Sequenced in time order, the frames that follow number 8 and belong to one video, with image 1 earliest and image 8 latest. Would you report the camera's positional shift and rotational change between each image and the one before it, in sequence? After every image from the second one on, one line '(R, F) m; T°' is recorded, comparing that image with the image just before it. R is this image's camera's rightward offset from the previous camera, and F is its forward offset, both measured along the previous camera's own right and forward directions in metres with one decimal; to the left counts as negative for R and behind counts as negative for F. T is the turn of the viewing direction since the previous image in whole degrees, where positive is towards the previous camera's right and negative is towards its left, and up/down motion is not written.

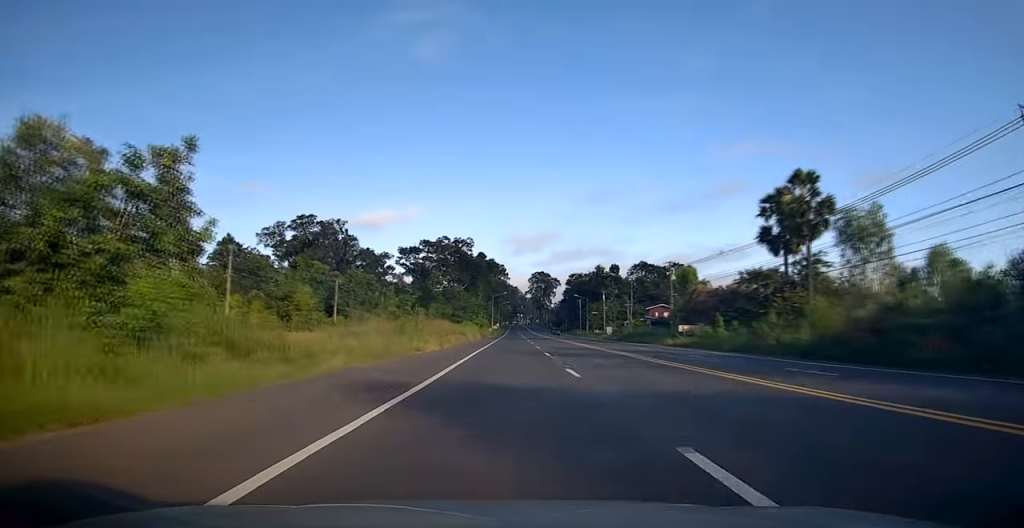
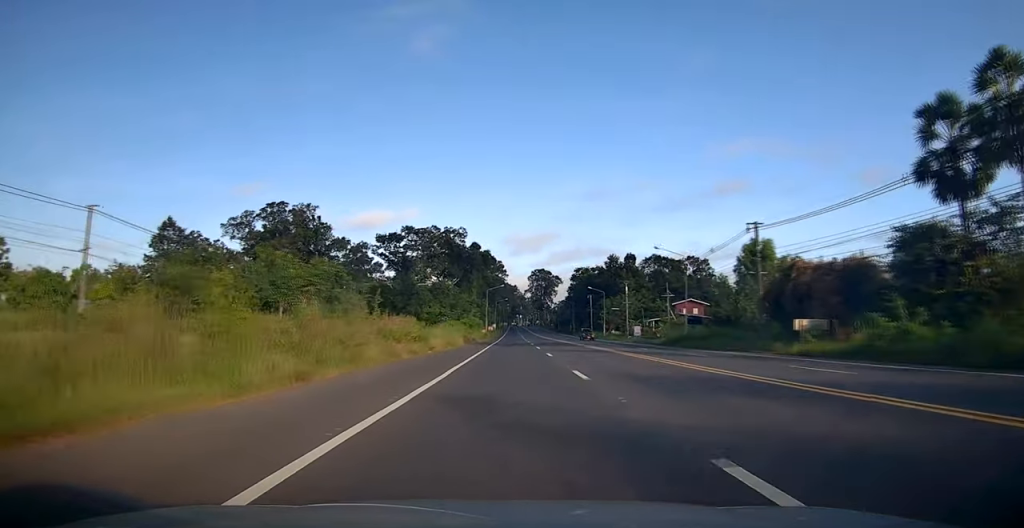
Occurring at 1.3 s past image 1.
(-1.0, +25.0) m; -1°
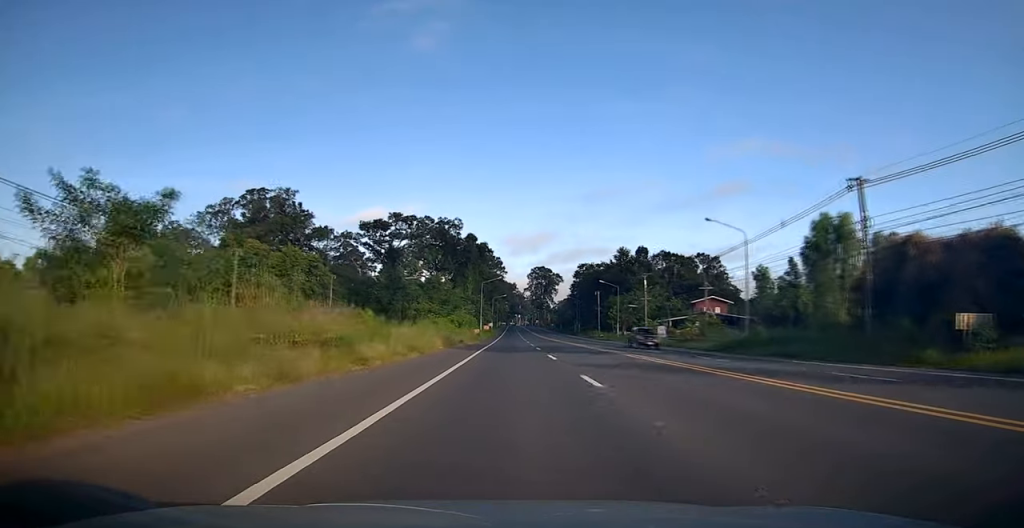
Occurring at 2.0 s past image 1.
(-0.1, +14.4) m; +2°
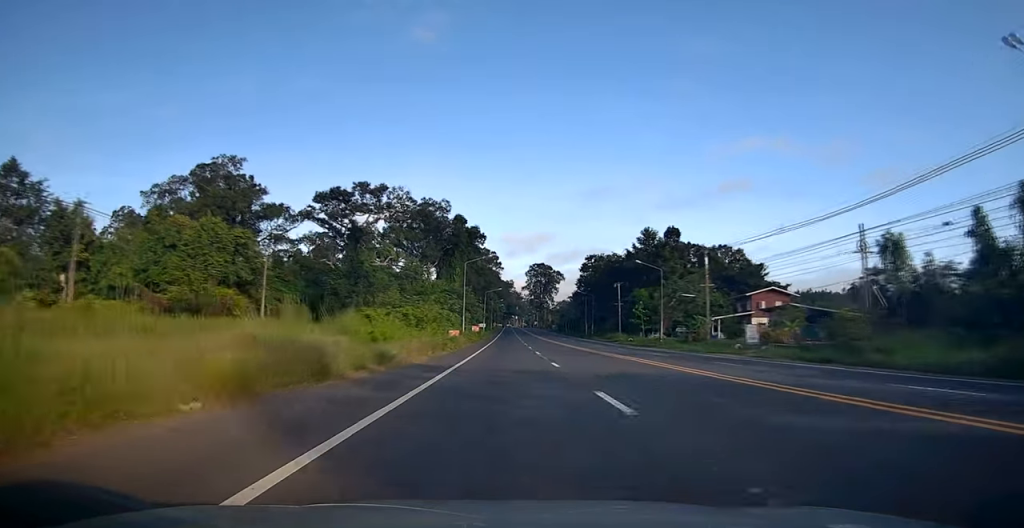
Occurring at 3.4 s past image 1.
(+0.3, +27.4) m; 0°
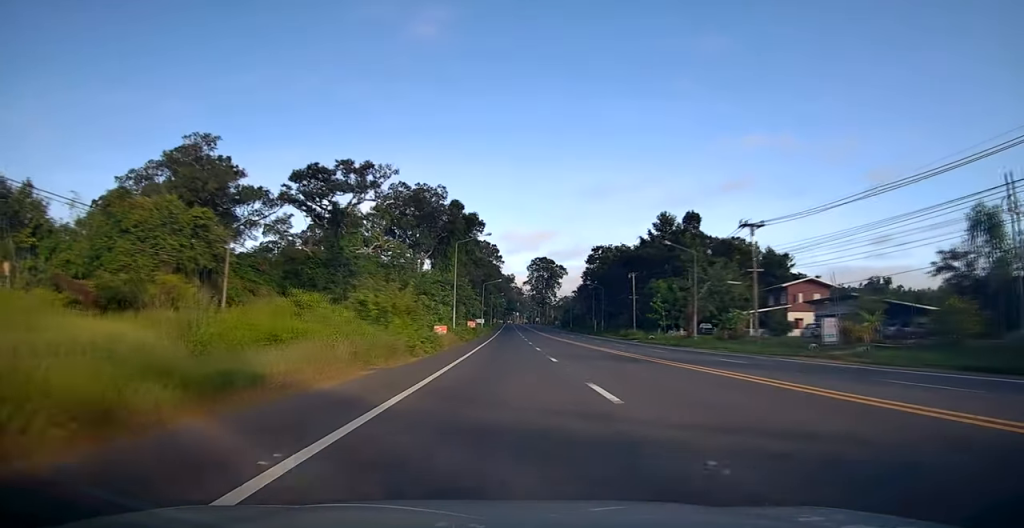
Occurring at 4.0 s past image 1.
(-0.4, +11.0) m; 0°
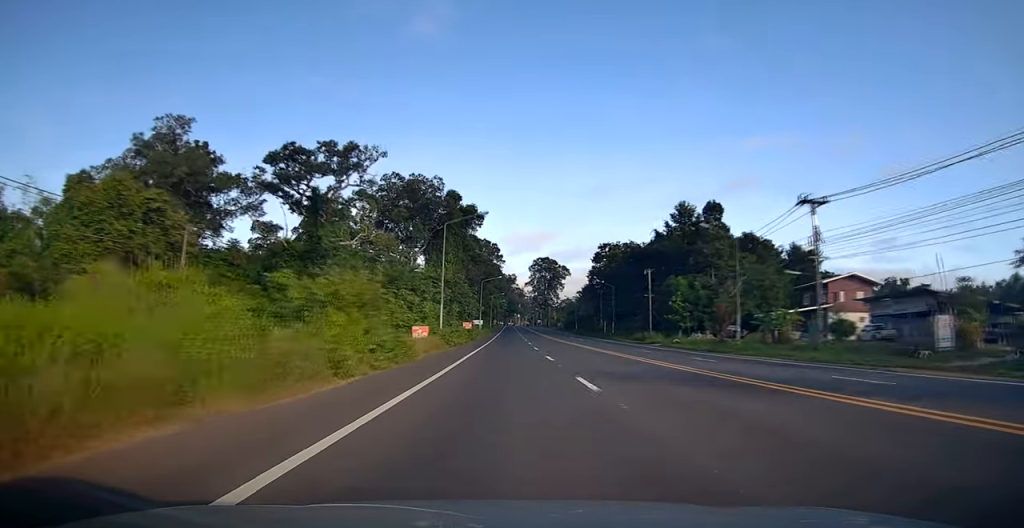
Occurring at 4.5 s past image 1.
(+0.4, +9.7) m; 0°
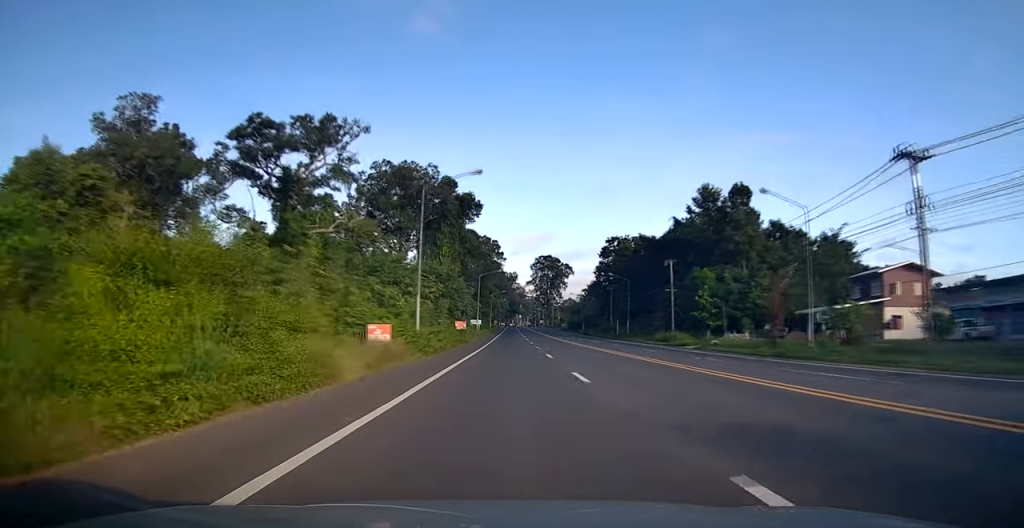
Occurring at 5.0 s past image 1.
(+0.3, +10.3) m; 0°
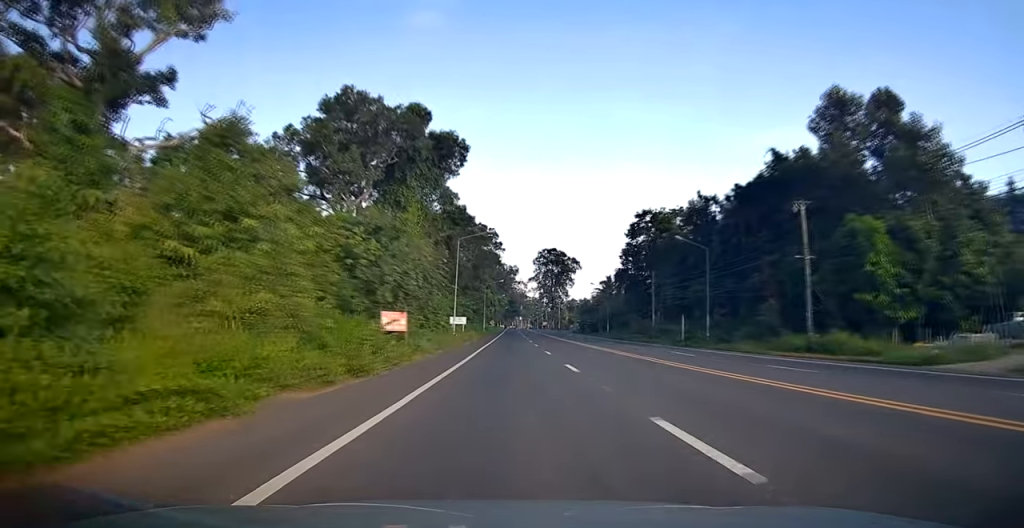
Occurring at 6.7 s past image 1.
(-0.1, +32.9) m; 0°
